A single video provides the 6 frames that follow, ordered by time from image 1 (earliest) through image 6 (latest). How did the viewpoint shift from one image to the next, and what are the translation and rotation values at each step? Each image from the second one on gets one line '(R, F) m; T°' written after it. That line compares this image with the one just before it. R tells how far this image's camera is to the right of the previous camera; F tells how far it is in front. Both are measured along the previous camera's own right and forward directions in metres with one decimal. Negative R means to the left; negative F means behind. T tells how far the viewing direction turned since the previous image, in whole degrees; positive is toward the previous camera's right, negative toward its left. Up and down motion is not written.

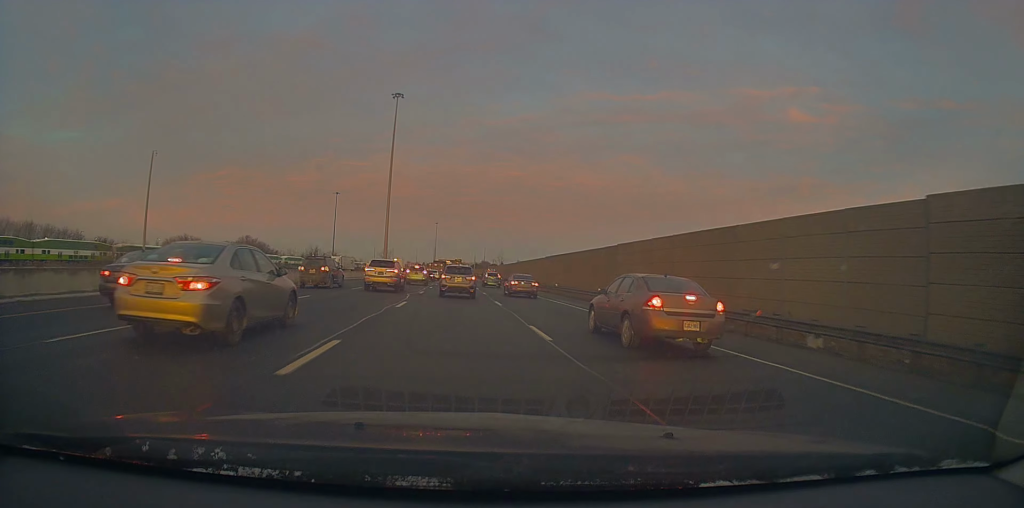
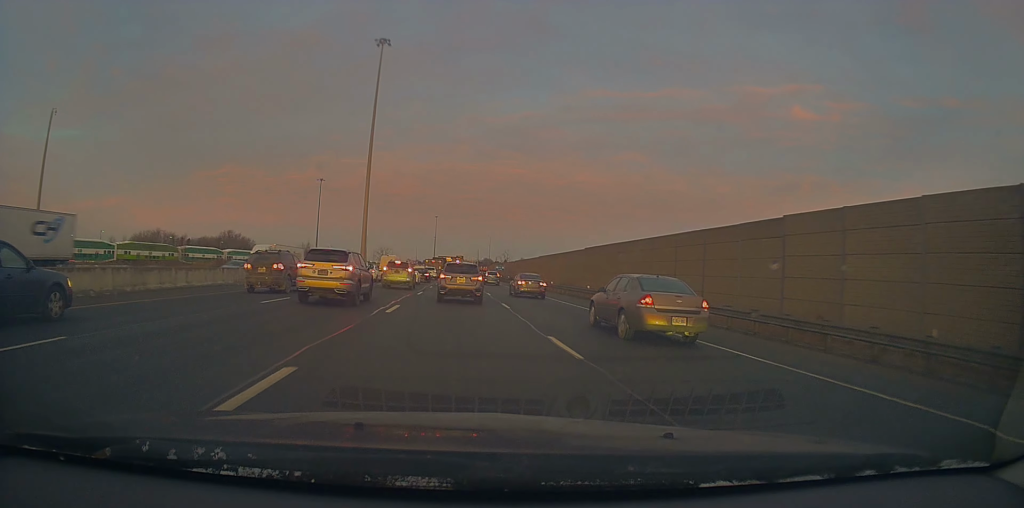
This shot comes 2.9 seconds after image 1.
(+0.7, +28.0) m; -2°
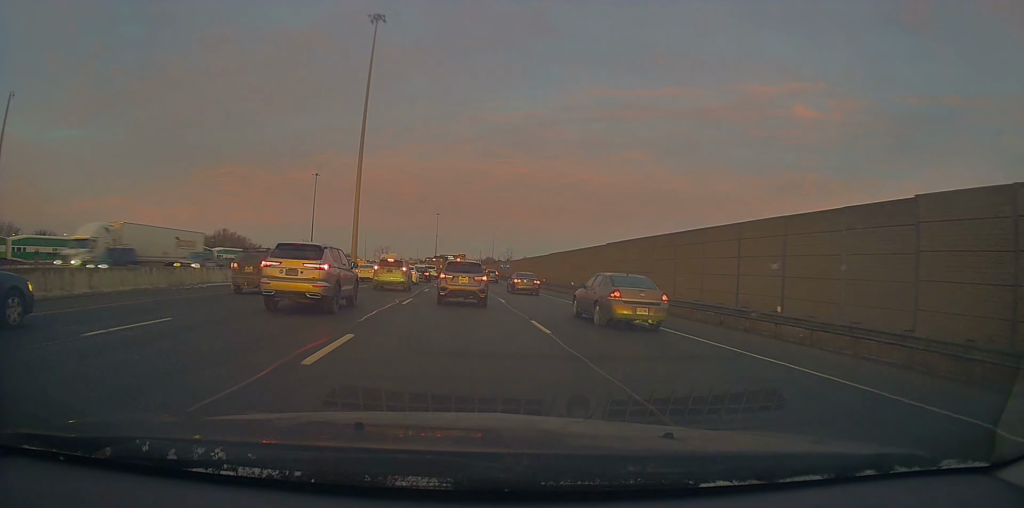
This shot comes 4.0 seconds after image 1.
(-0.4, +9.3) m; -2°
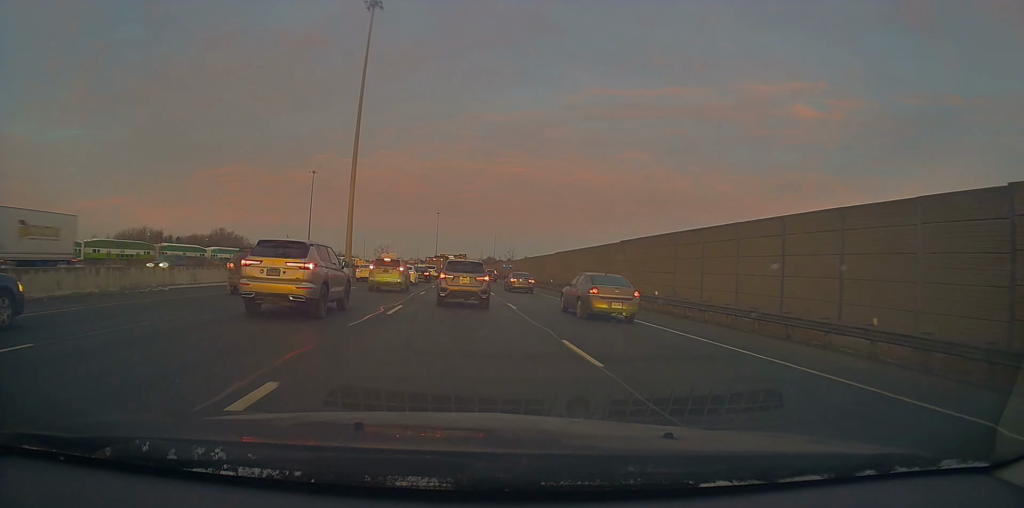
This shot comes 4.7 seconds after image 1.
(0.0, +4.7) m; 0°
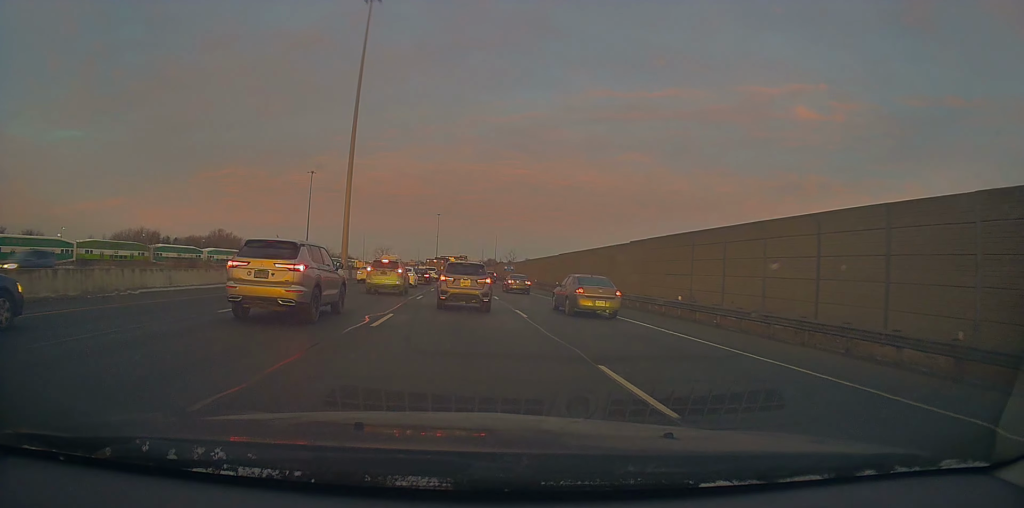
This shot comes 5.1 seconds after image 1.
(0.0, +2.9) m; +2°
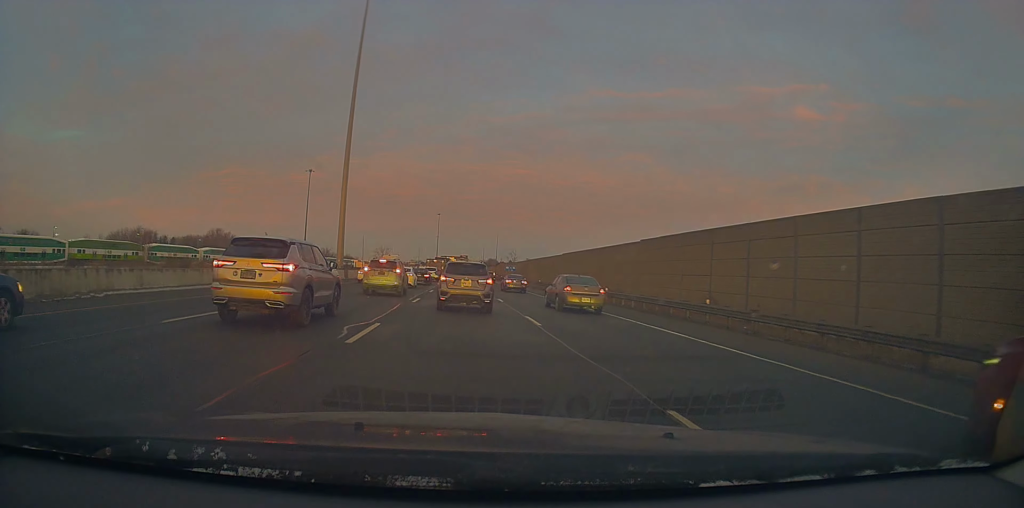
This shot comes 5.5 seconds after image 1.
(-0.1, +2.9) m; +2°
